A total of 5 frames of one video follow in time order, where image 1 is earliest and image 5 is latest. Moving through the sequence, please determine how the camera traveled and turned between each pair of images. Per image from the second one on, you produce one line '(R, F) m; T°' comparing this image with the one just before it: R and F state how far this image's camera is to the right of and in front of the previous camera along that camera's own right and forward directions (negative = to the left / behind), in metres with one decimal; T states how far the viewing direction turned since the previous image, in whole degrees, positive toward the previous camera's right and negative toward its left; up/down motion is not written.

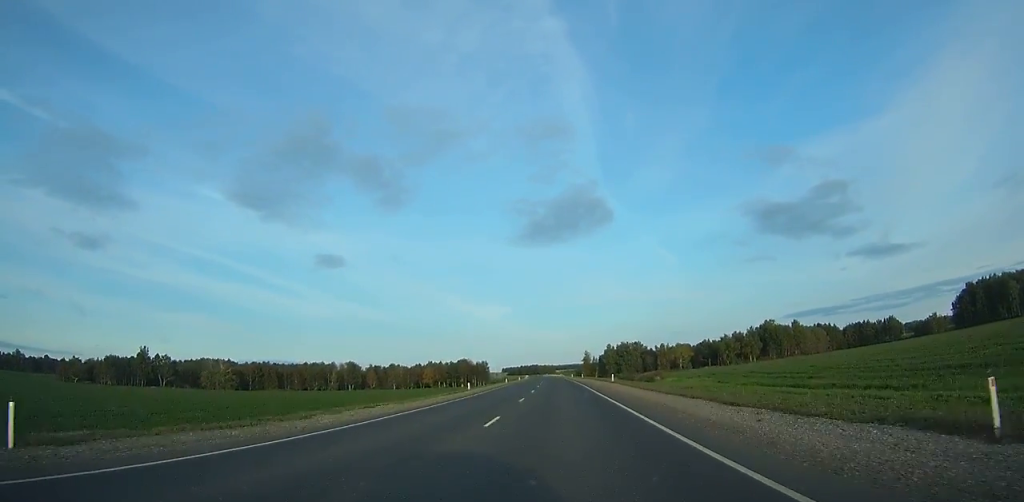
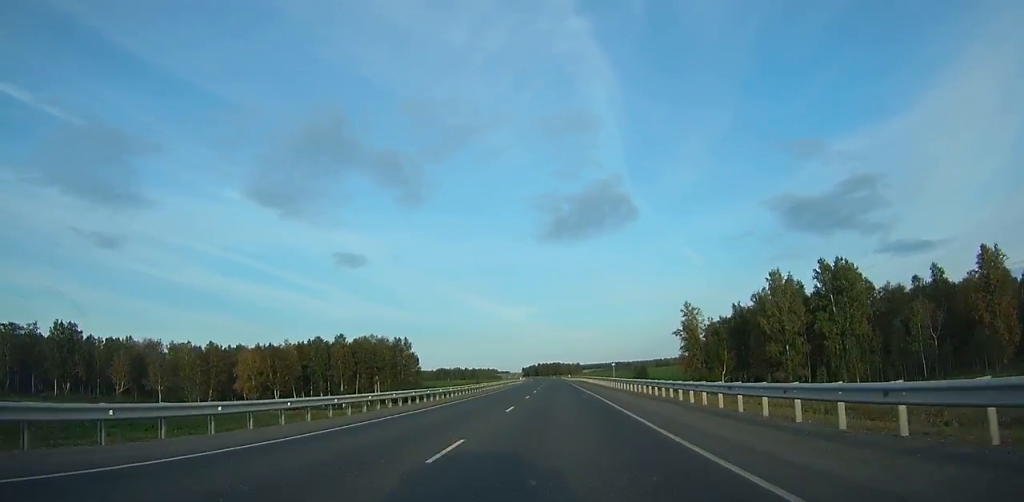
(-4.6, +238.6) m; -2°
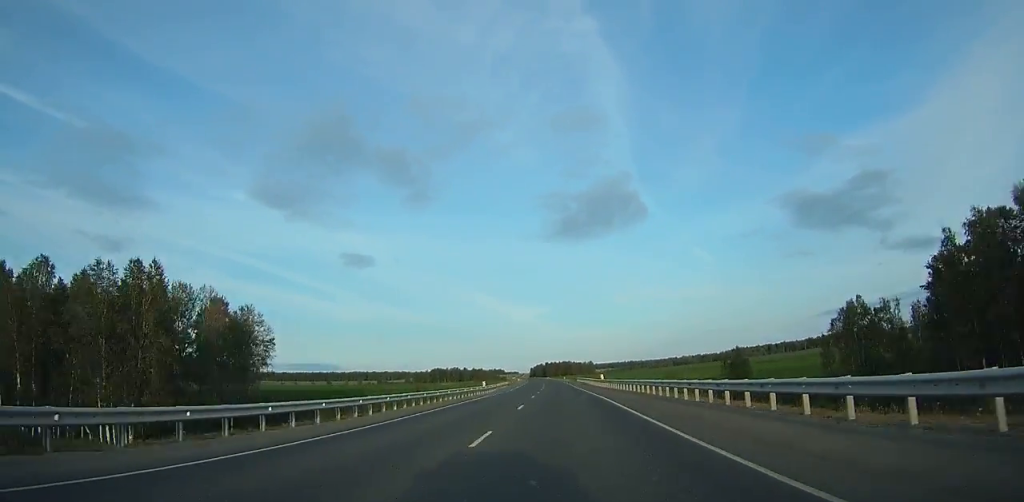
(-0.9, +92.8) m; -1°
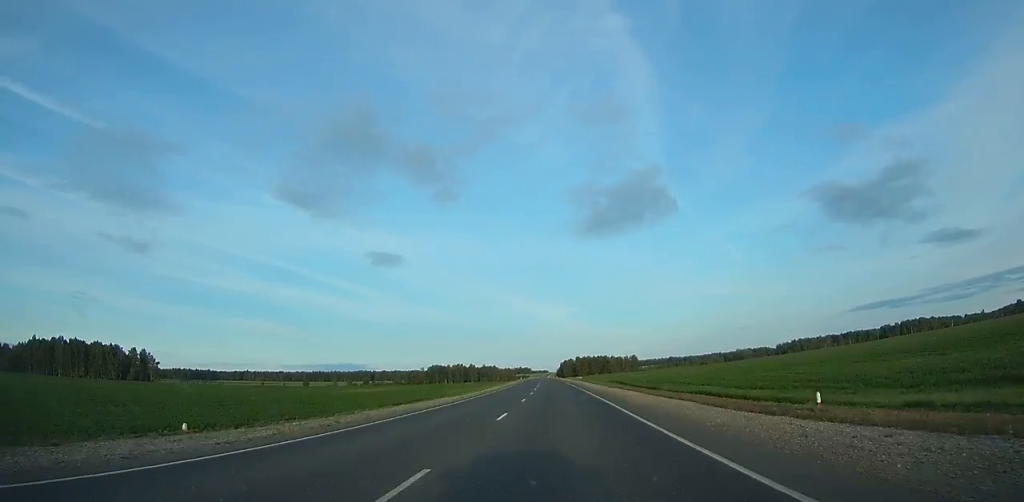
(-3.0, +168.6) m; -2°
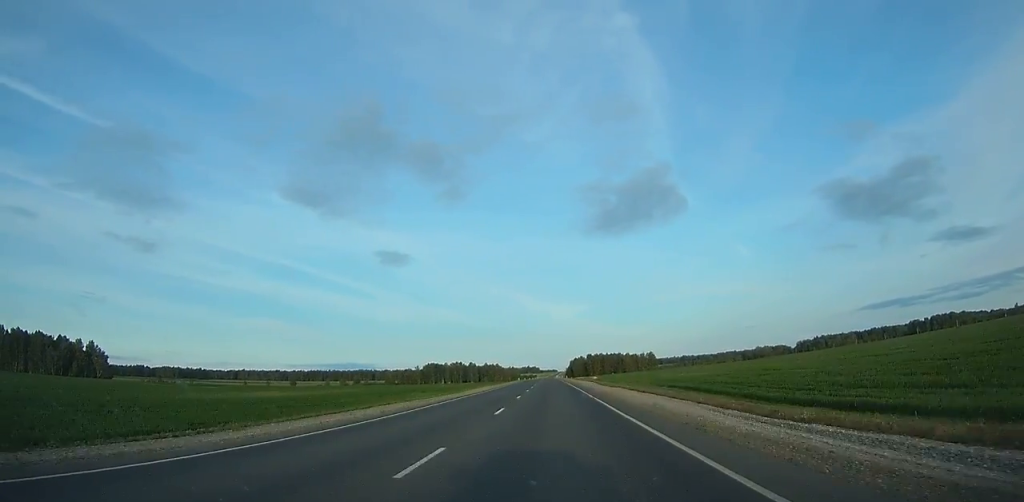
(-0.4, +56.2) m; -1°
